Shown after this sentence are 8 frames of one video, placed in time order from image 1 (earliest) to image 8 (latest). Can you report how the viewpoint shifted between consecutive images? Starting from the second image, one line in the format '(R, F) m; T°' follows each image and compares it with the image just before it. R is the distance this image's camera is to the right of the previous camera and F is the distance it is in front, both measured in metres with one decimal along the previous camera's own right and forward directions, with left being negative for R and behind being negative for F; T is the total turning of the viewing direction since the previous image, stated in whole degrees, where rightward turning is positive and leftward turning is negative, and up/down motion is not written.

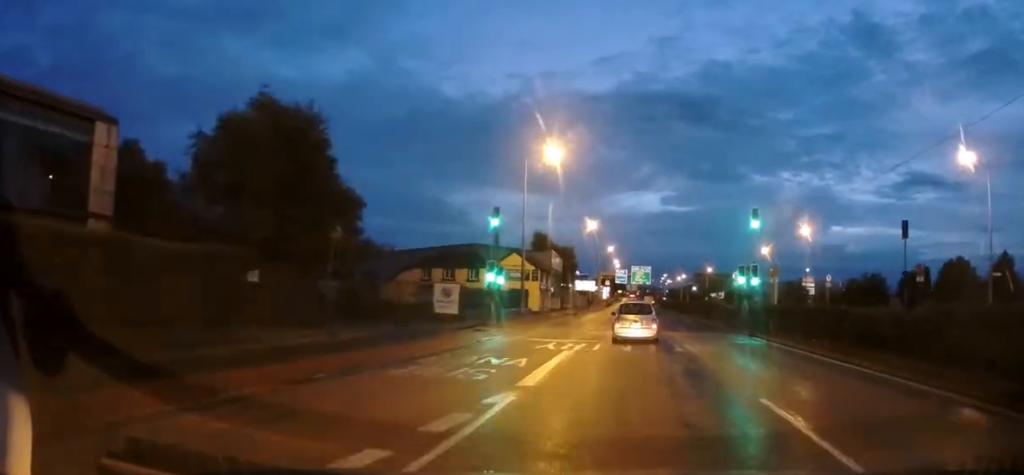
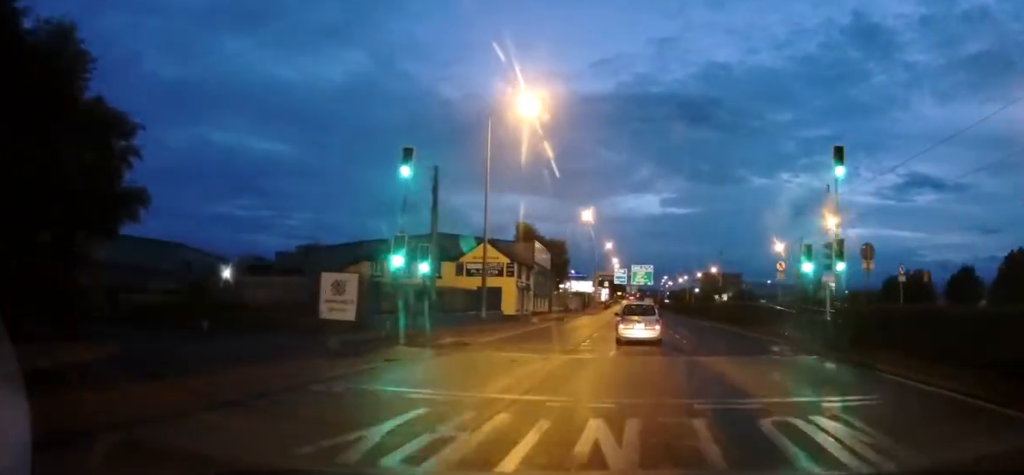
(-0.2, +13.5) m; 0°
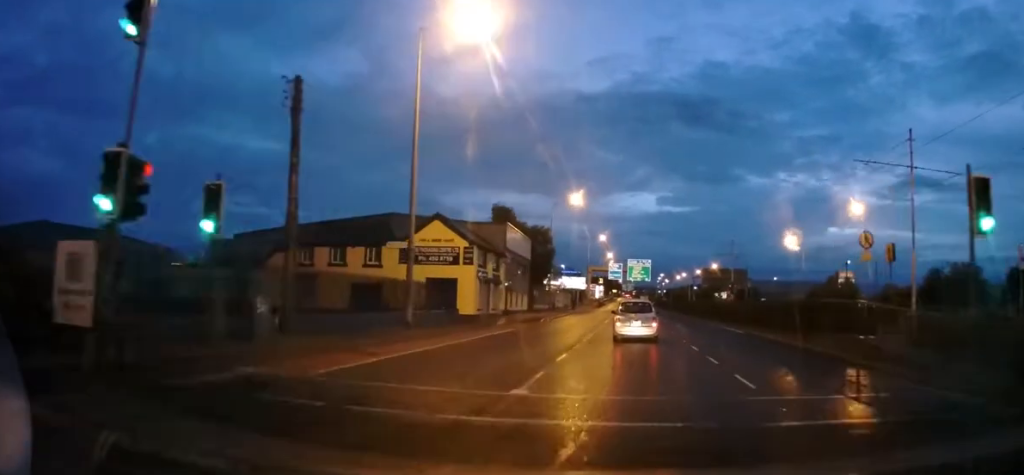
(+0.2, +12.4) m; 0°
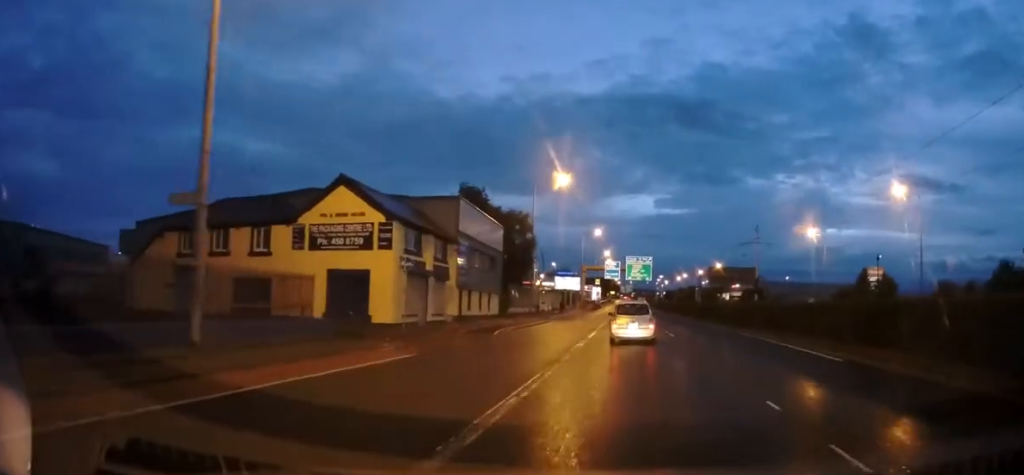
(0.0, +13.7) m; 0°
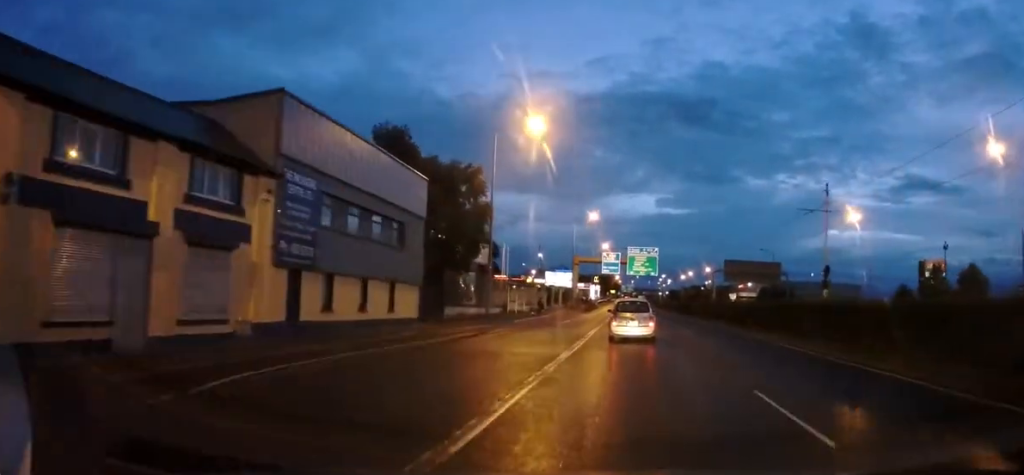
(+0.1, +19.7) m; 0°
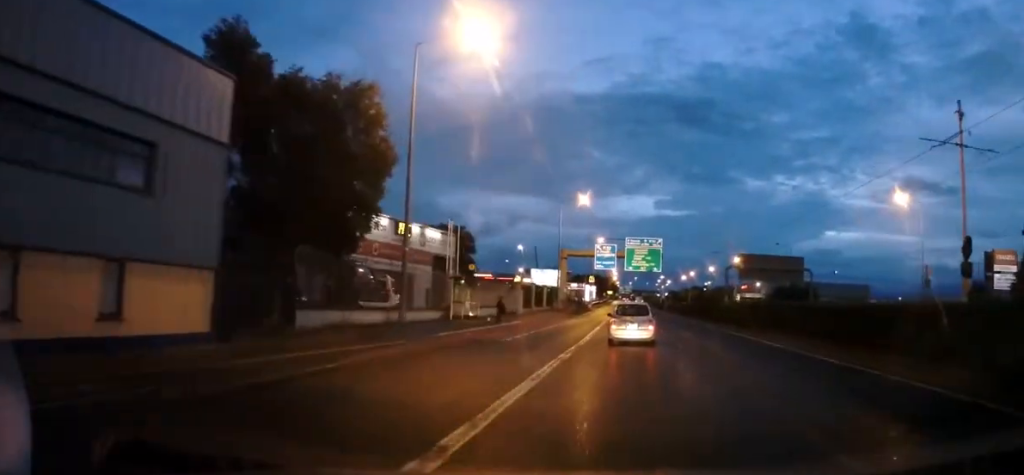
(-0.1, +16.3) m; -1°
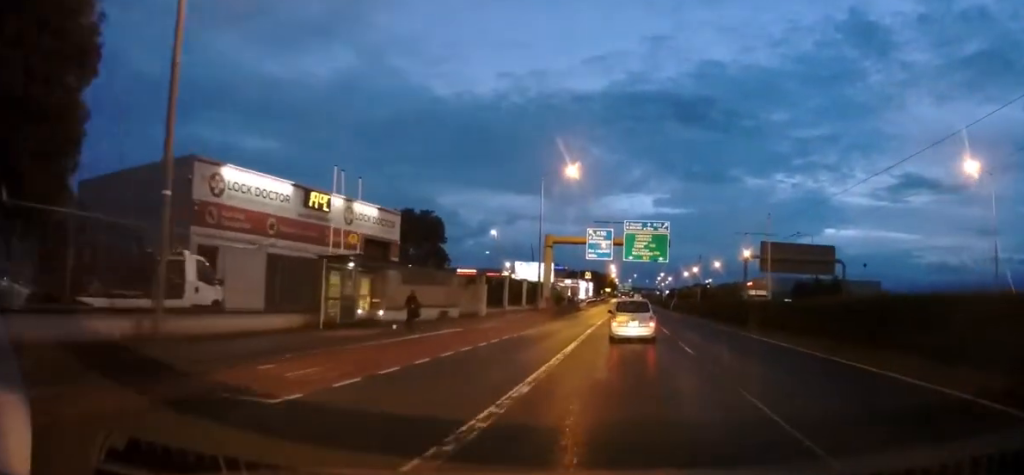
(0.0, +15.8) m; 0°
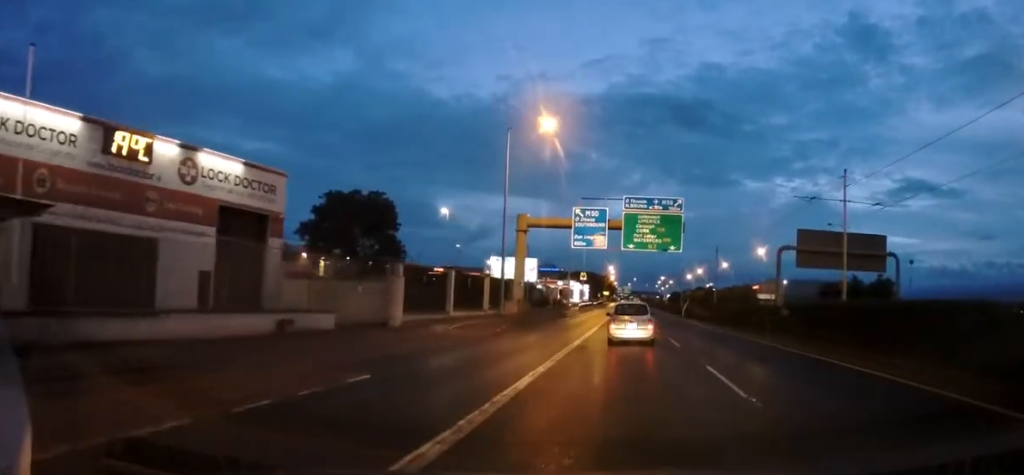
(-0.1, +18.0) m; -1°
